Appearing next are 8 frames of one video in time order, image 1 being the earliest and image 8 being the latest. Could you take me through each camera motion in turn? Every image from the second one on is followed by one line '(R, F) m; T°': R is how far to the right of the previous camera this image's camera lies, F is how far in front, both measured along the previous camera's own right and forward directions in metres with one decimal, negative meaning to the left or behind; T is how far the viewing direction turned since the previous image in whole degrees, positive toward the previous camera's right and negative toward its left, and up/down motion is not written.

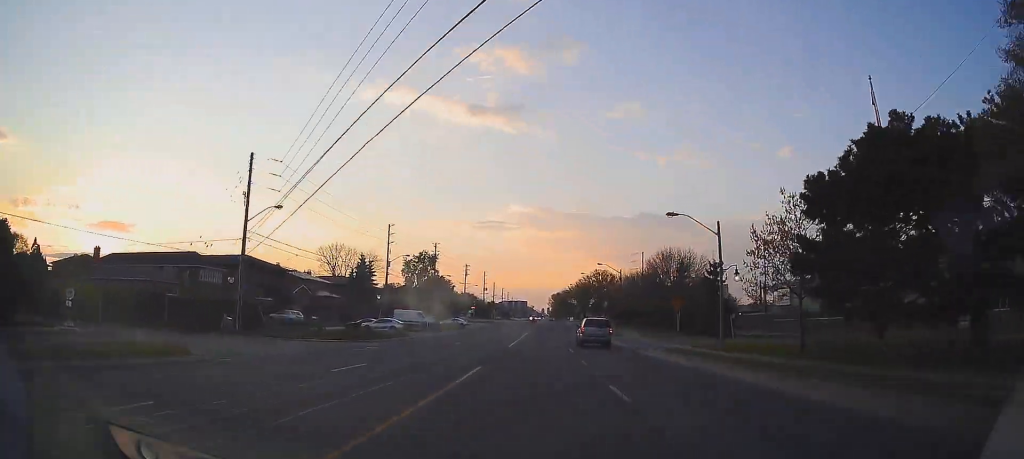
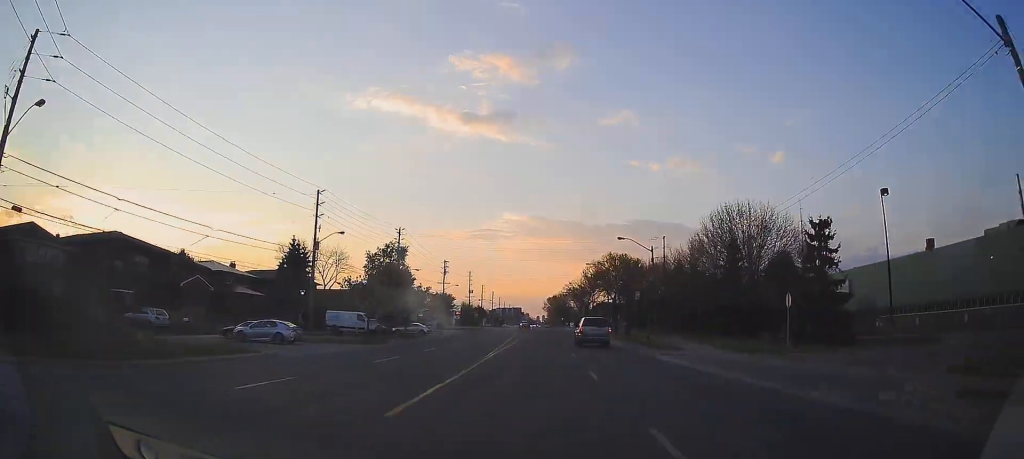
(-0.1, +24.4) m; 0°
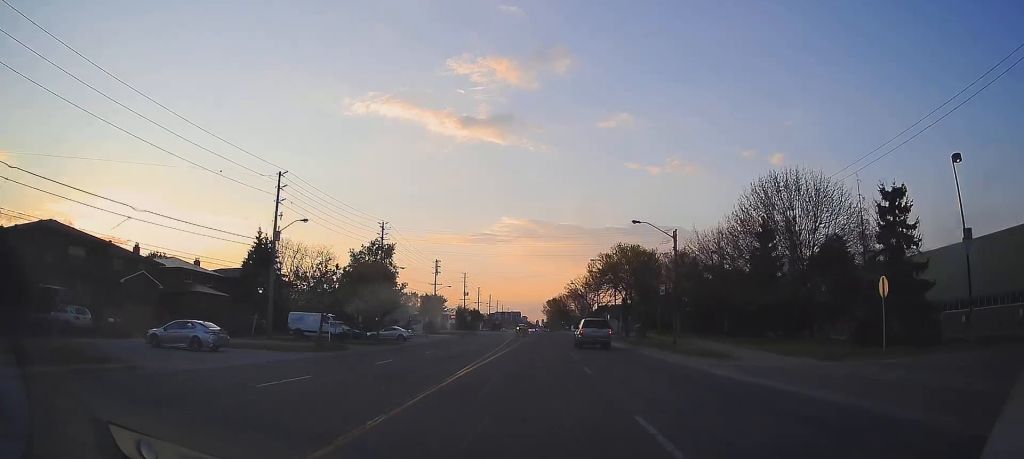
(0.0, +8.7) m; +1°
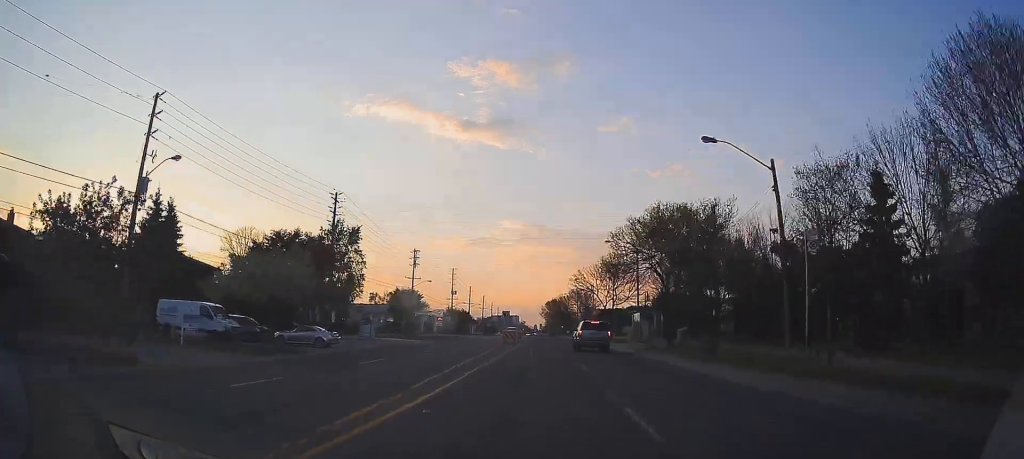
(+0.2, +19.1) m; +1°
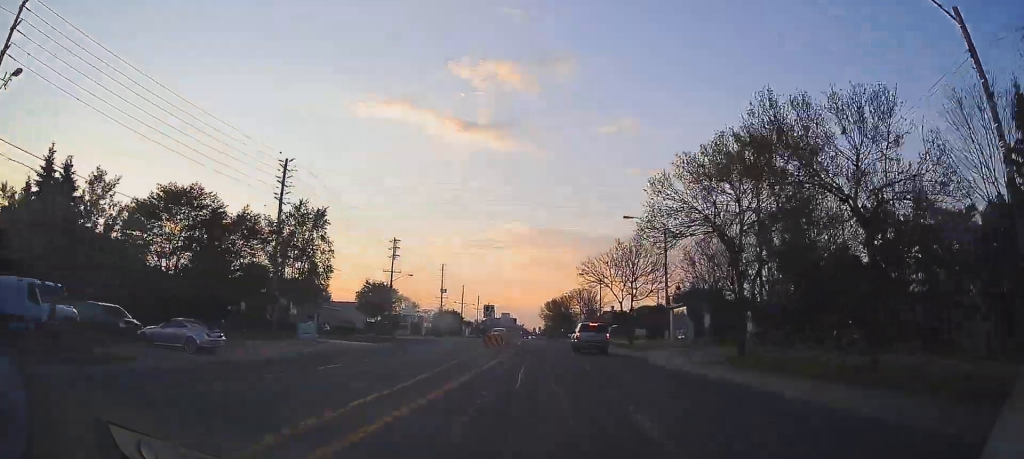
(0.0, +12.7) m; 0°
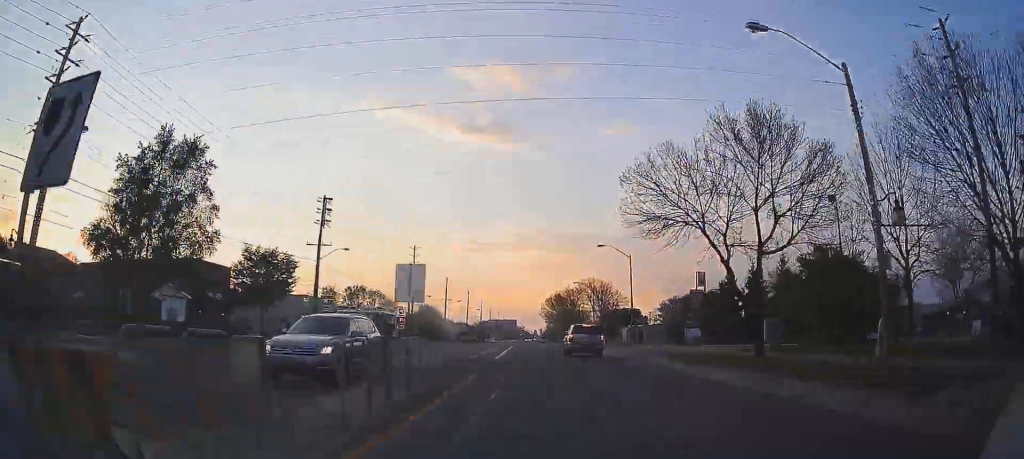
(-0.2, +28.1) m; -1°
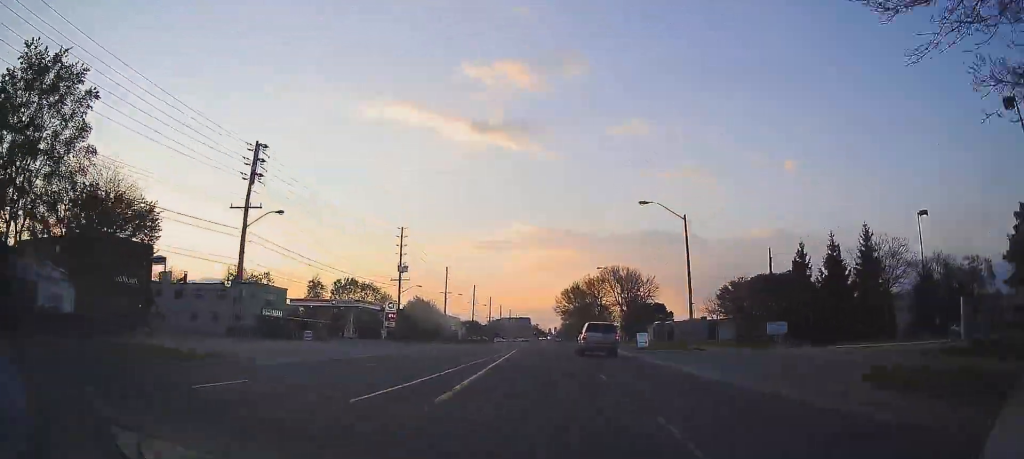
(0.0, +17.4) m; 0°
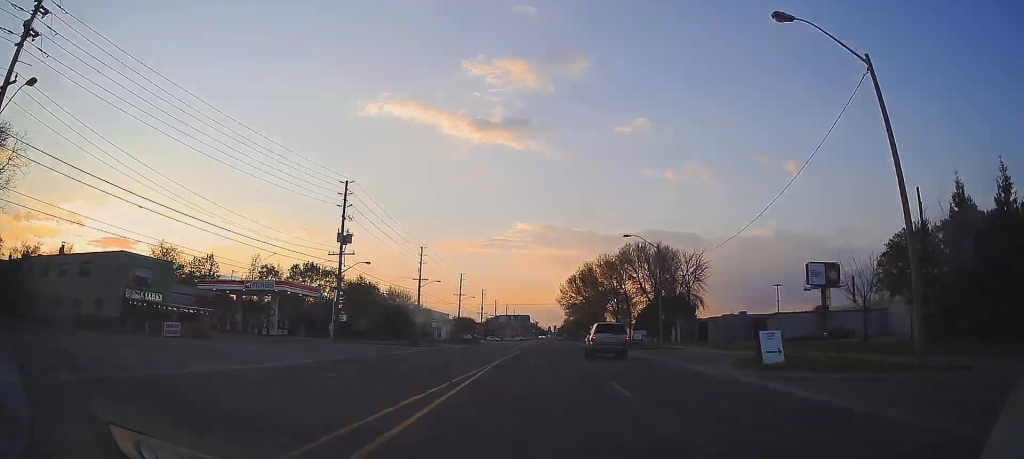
(+0.1, +23.4) m; +1°
